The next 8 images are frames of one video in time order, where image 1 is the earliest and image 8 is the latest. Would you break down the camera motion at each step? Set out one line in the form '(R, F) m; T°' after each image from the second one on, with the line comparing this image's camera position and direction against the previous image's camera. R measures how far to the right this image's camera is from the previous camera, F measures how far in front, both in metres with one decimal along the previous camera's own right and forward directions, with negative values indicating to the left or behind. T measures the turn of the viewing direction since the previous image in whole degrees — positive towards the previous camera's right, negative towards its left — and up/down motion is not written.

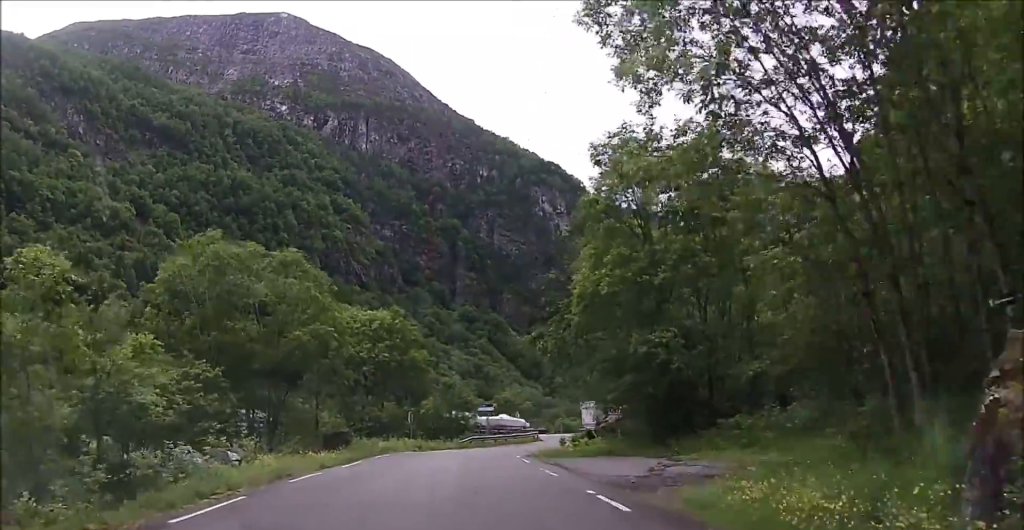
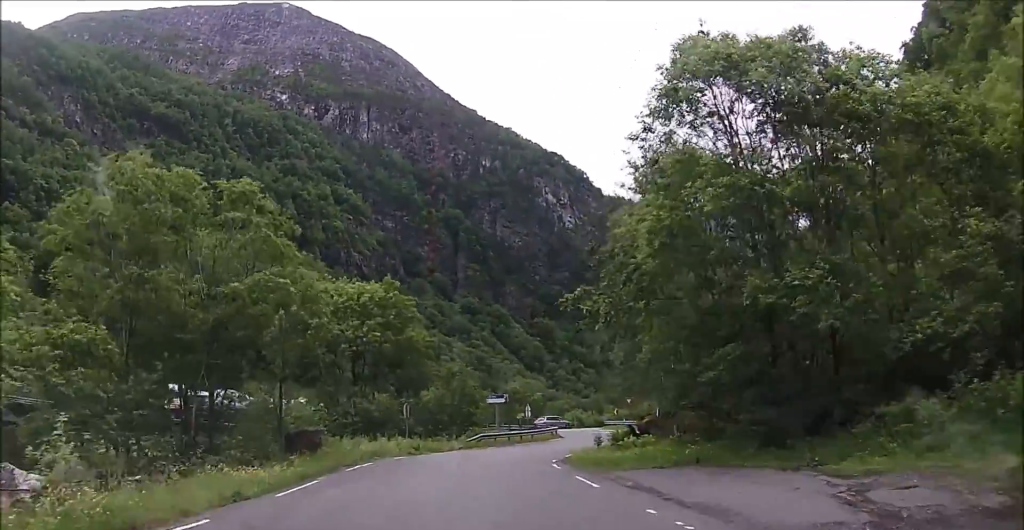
(+0.1, +8.6) m; +2°
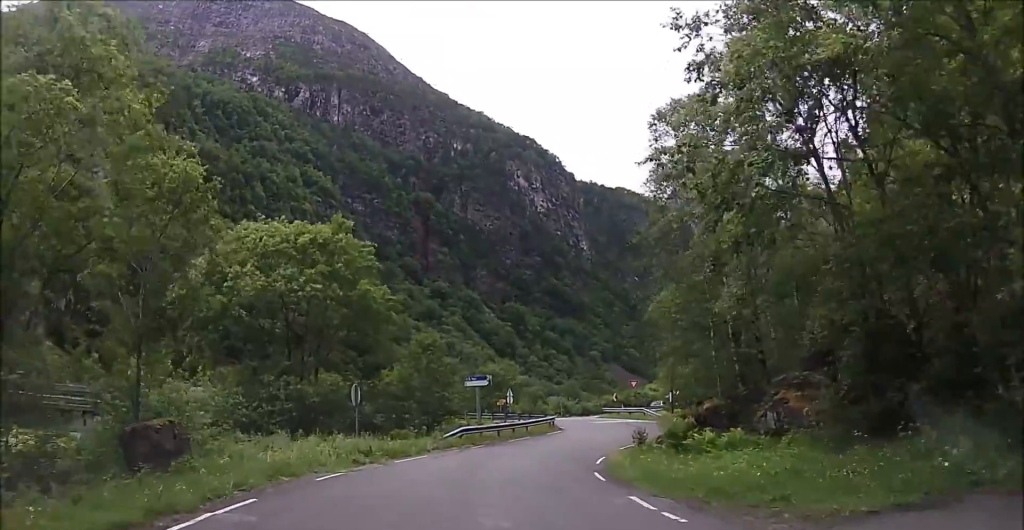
(0.0, +11.0) m; +2°
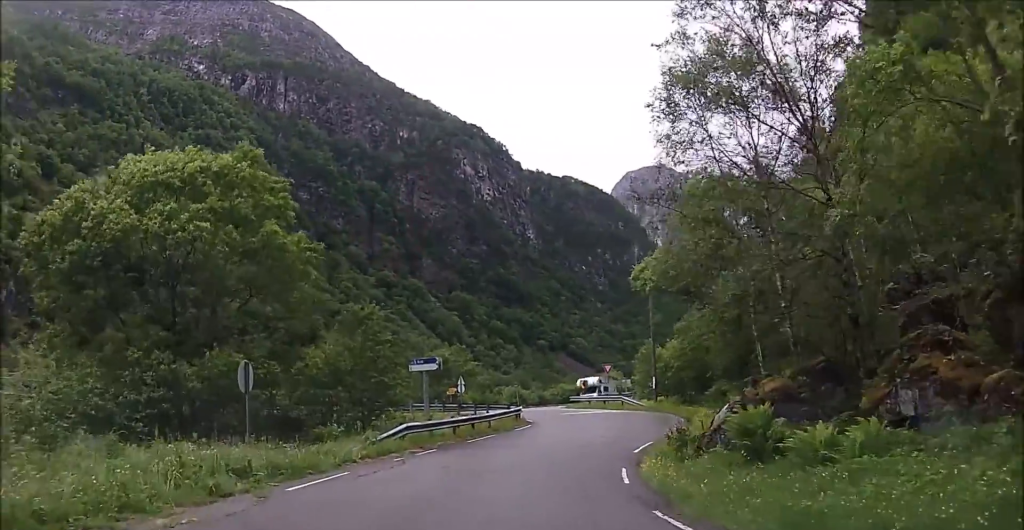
(+0.4, +8.4) m; +4°
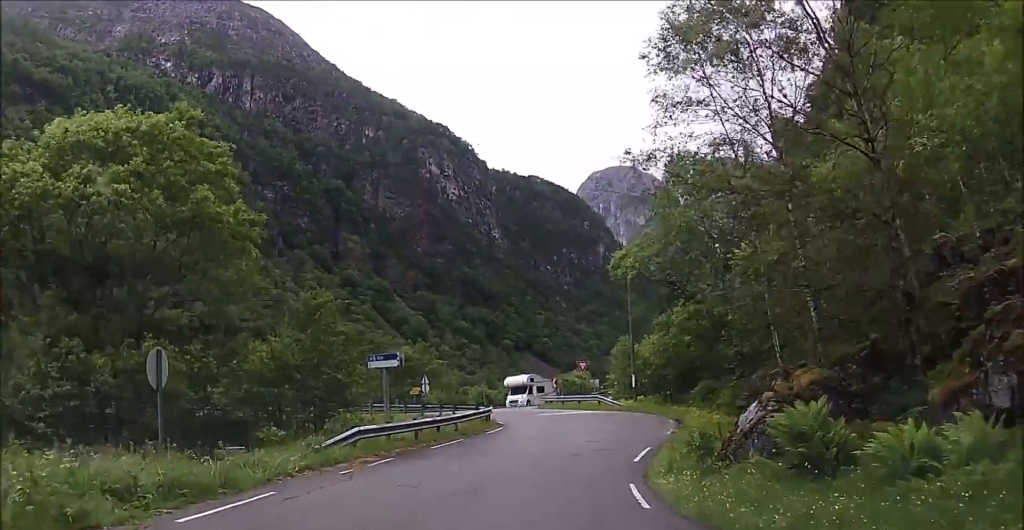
(0.0, +3.2) m; +3°
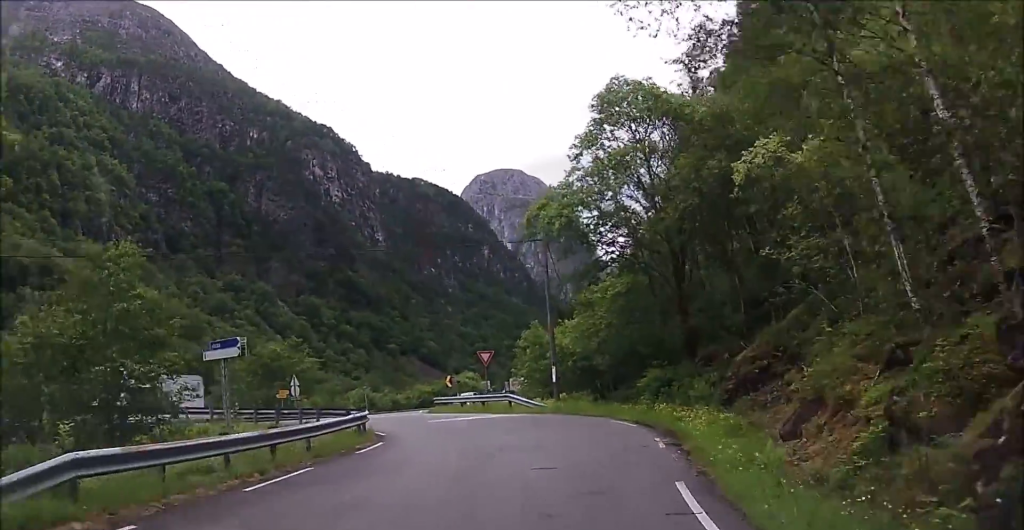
(+0.9, +8.9) m; +10°
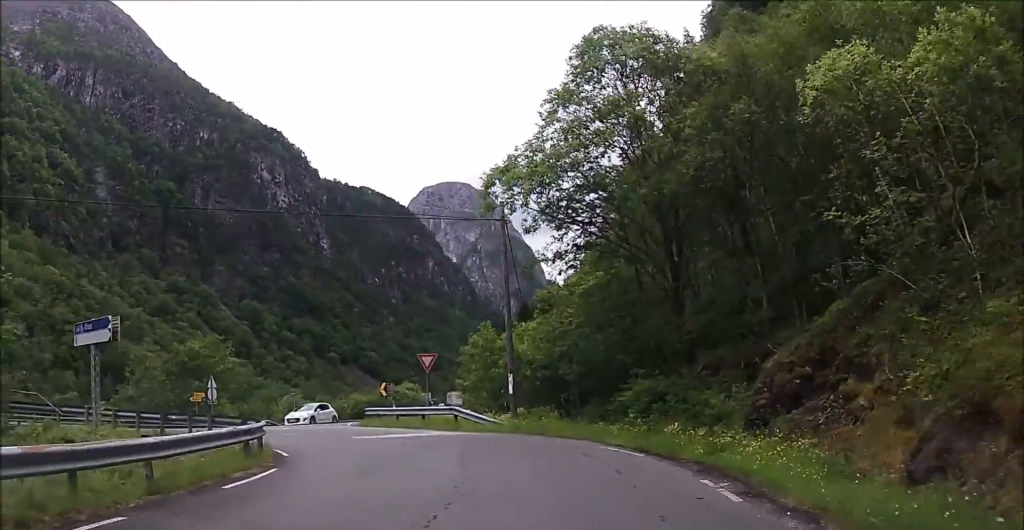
(+0.1, +5.7) m; +4°
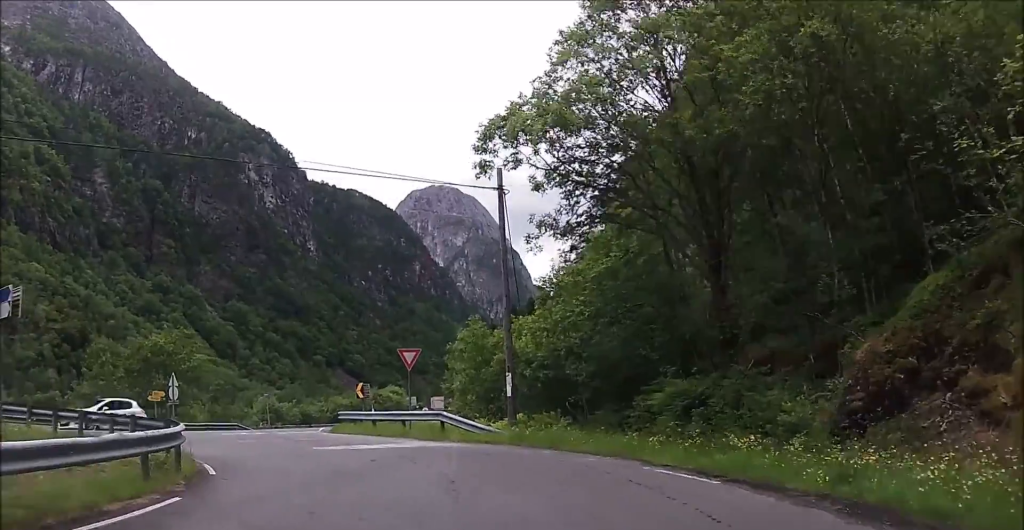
(+0.2, +4.2) m; +2°
